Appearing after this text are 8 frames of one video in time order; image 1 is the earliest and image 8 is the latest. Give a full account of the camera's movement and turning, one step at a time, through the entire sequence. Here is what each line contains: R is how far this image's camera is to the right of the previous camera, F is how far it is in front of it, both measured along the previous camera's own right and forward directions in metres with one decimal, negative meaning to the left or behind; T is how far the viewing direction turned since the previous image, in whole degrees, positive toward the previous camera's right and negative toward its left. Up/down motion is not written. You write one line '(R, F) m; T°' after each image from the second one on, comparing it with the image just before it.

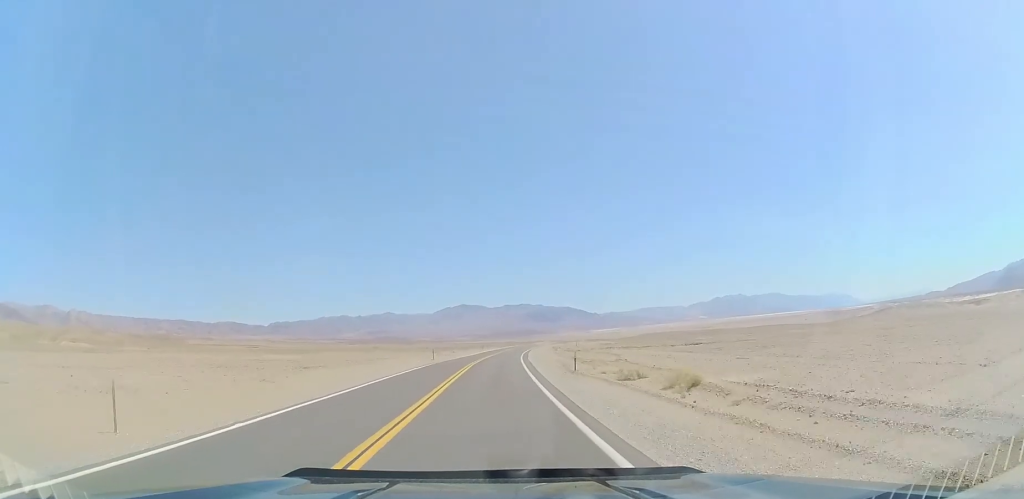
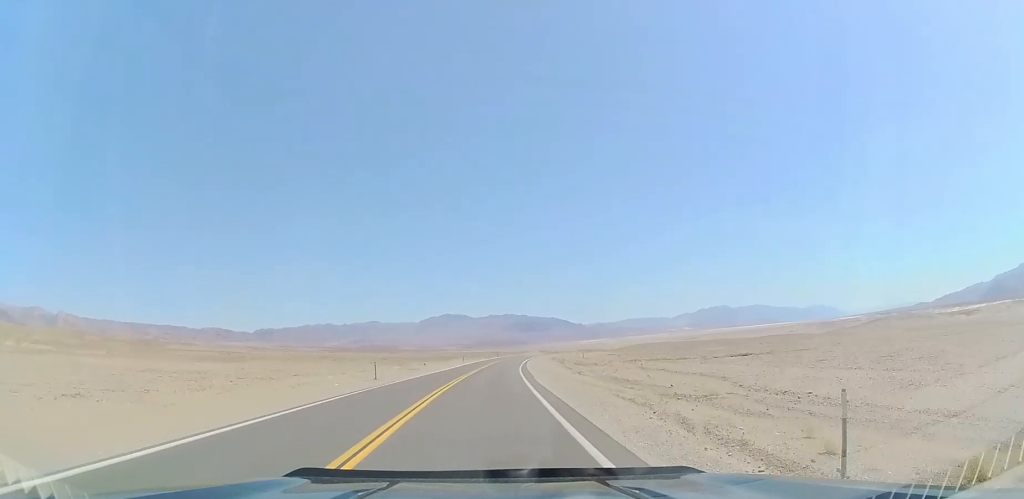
(+0.2, +23.5) m; +1°
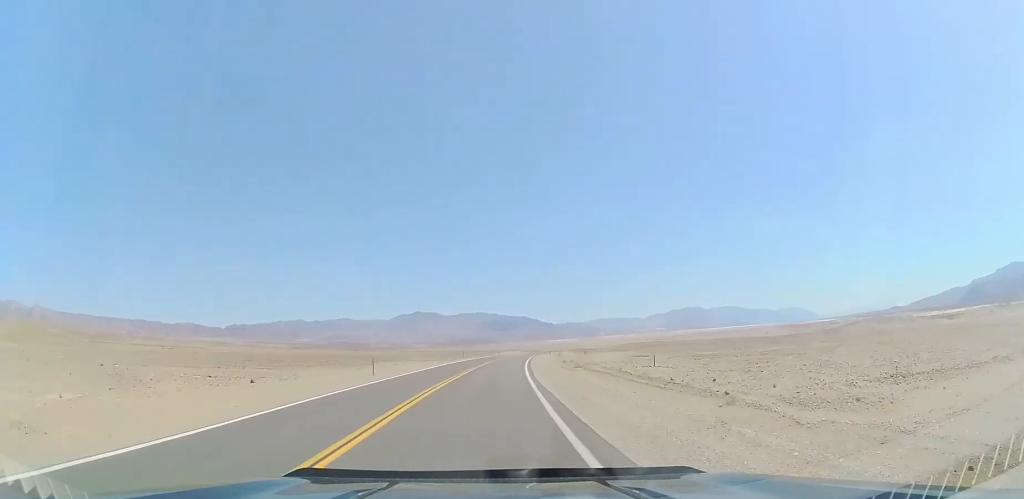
(+1.8, +49.5) m; +5°
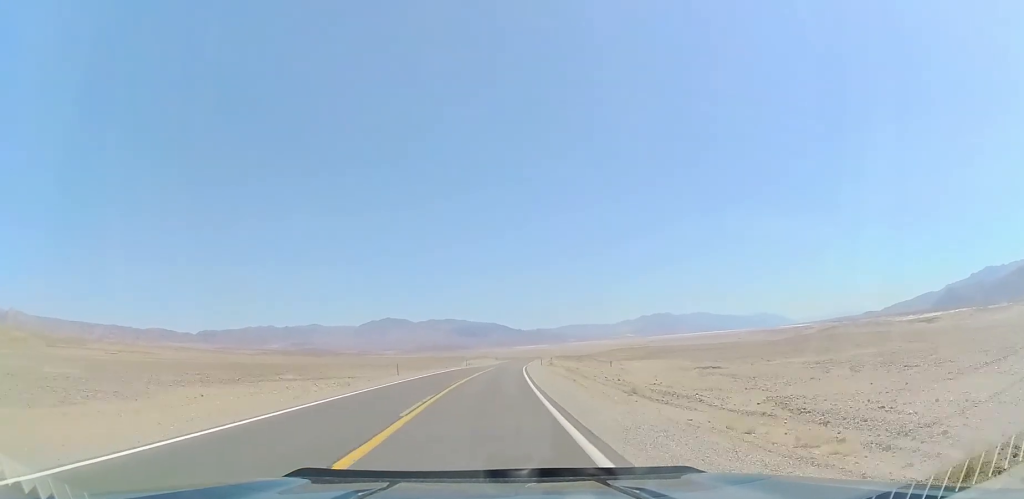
(+1.1, +38.7) m; +3°
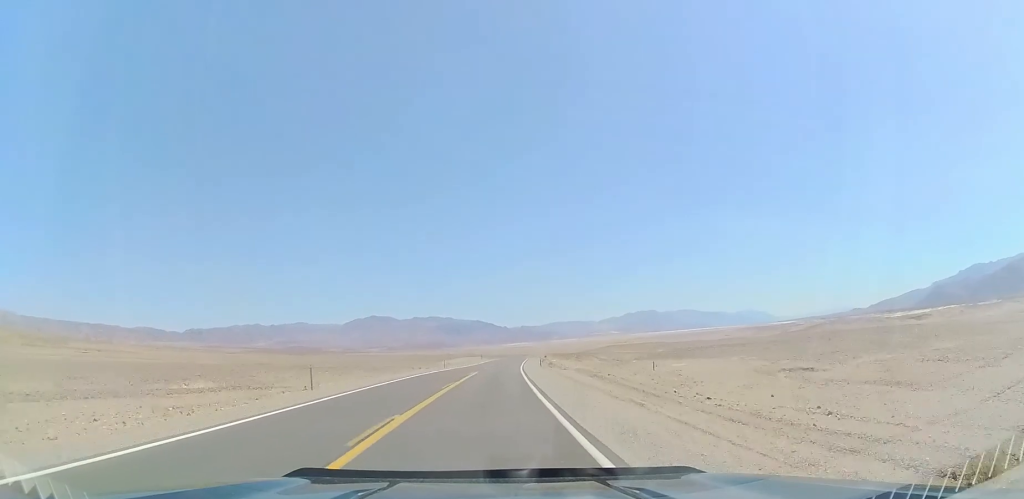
(-0.1, +18.9) m; +2°
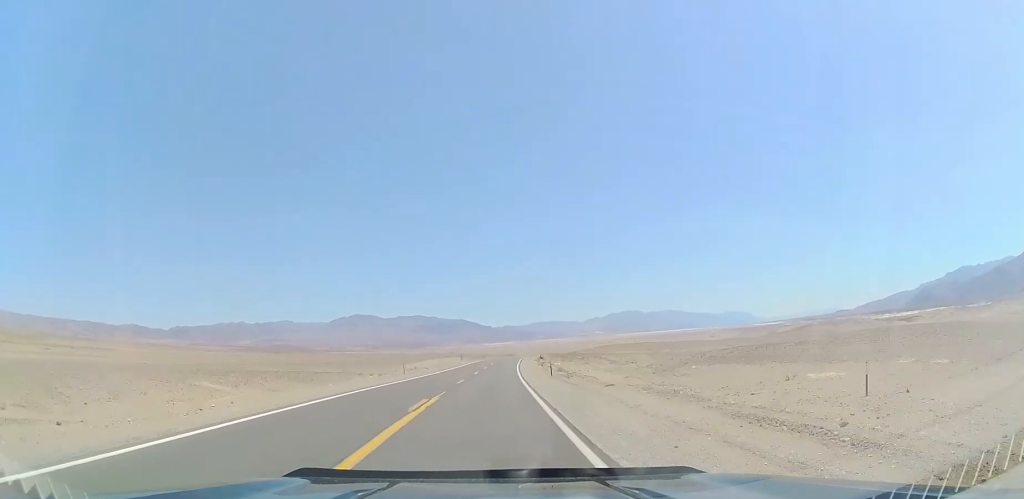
(+0.9, +23.9) m; +2°
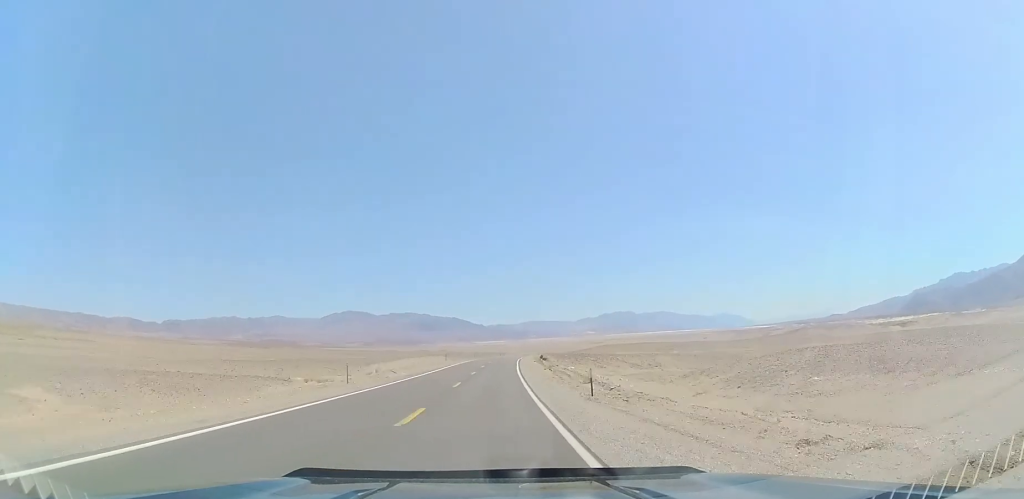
(+0.3, +17.9) m; +1°
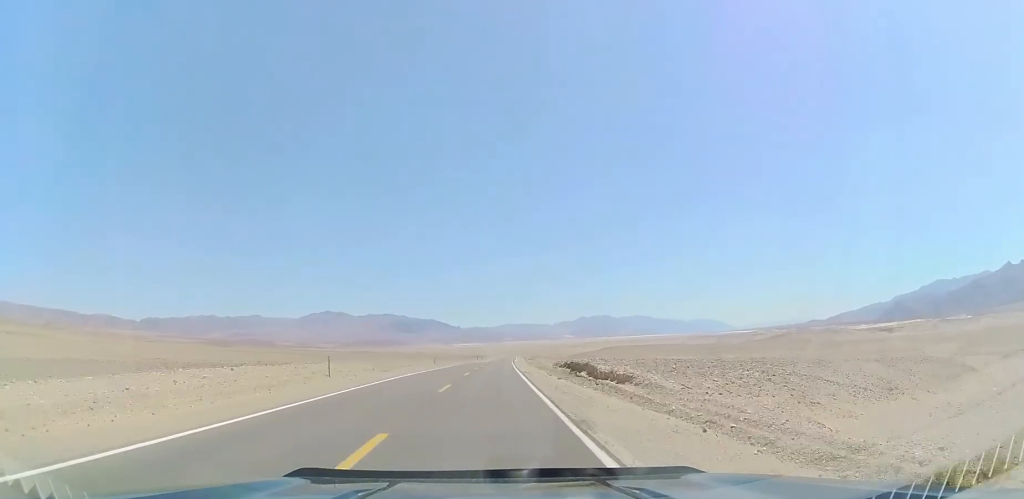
(+0.9, +49.9) m; +2°
